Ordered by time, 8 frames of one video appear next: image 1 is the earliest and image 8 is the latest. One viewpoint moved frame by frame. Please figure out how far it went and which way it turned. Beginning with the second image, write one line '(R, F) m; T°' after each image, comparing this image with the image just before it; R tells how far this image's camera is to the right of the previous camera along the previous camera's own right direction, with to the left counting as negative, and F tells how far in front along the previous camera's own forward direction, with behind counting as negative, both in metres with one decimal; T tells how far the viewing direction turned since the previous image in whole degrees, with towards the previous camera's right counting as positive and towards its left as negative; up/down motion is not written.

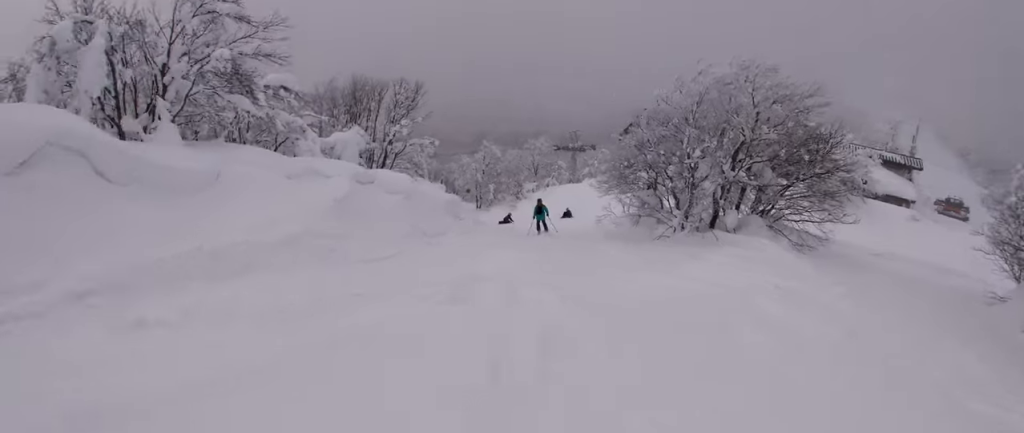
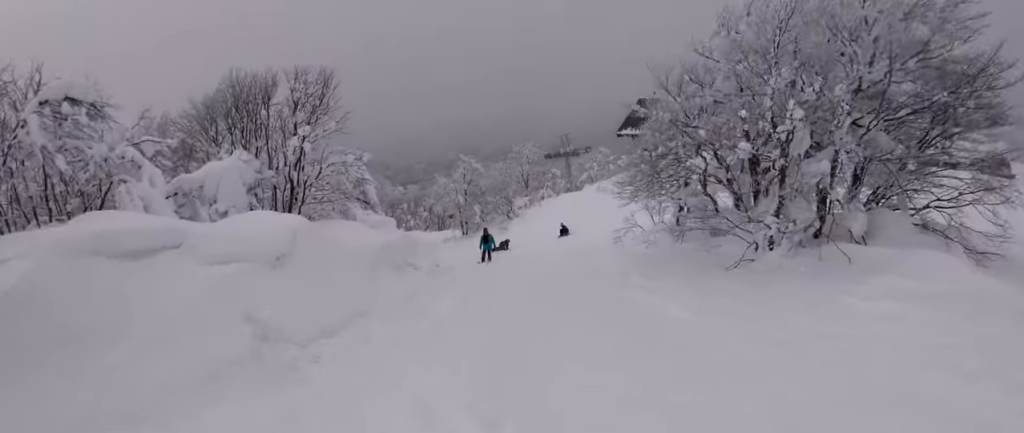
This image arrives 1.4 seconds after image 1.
(-0.8, +8.5) m; -11°
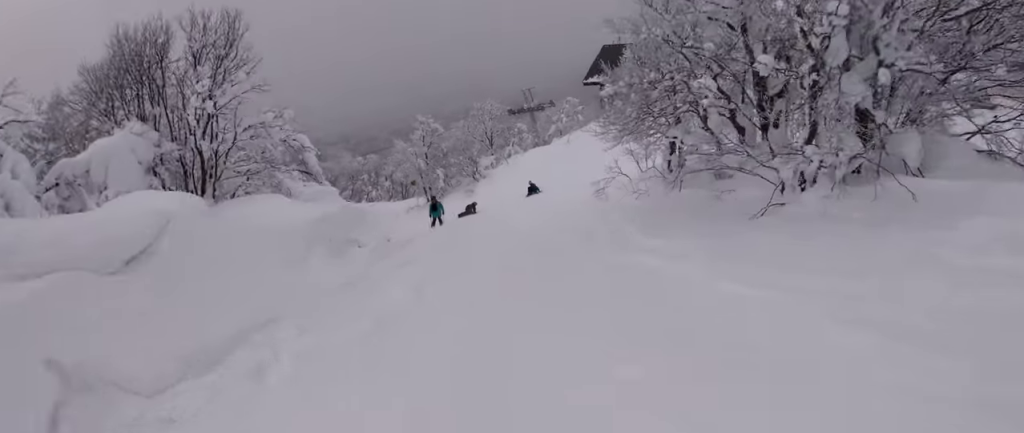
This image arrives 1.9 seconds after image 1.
(-0.2, +2.6) m; 0°
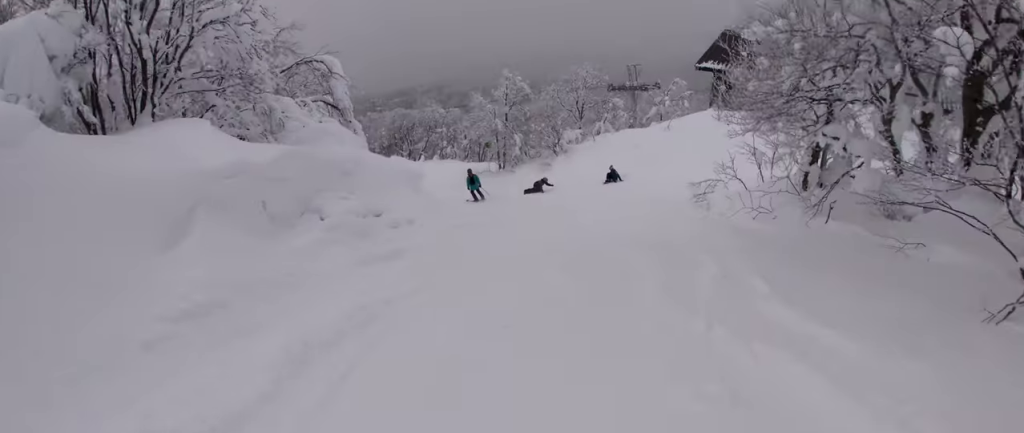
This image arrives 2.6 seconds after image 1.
(-0.3, +4.1) m; +1°
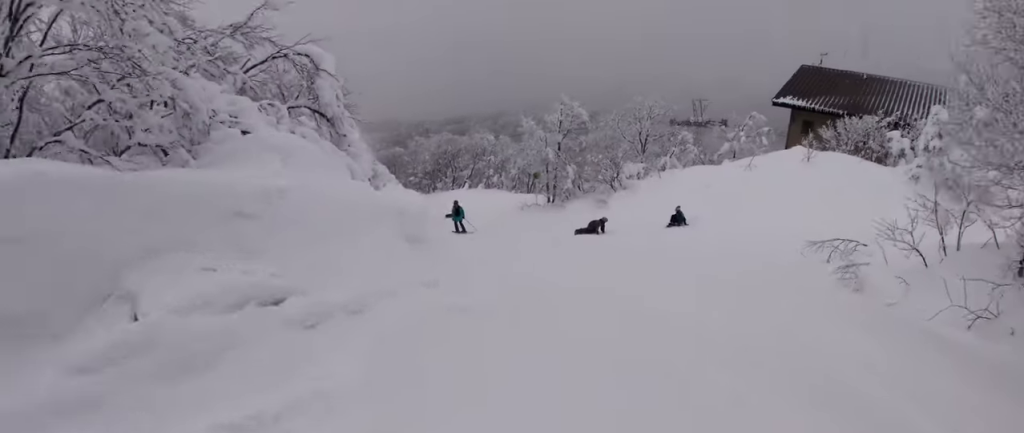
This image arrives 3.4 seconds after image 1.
(+0.4, +4.7) m; +4°
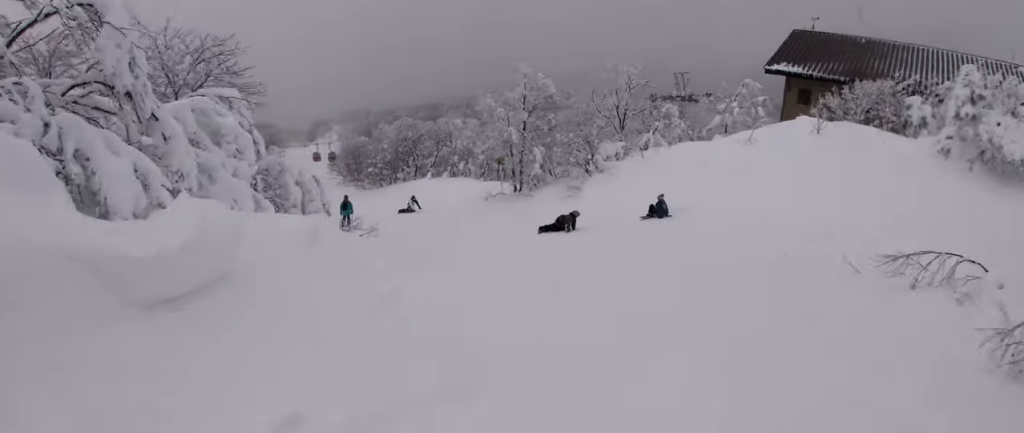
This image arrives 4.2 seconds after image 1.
(0.0, +5.0) m; -13°
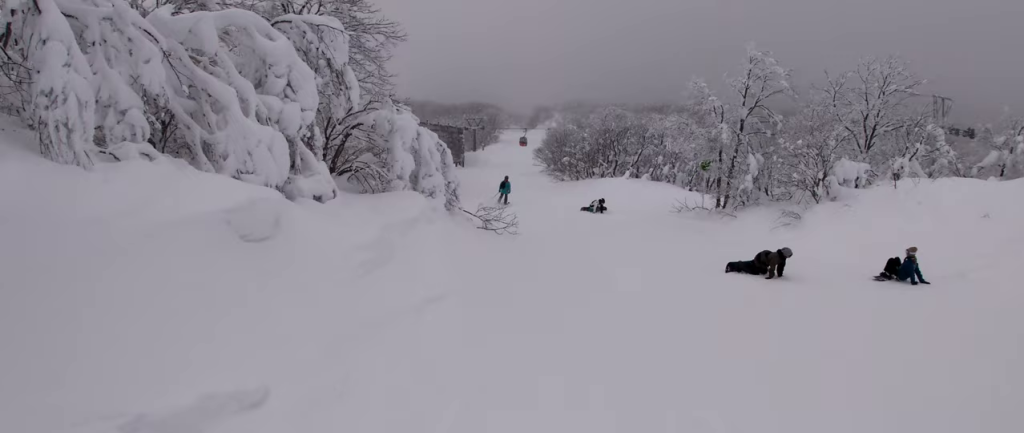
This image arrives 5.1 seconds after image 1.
(-1.2, +5.5) m; -19°
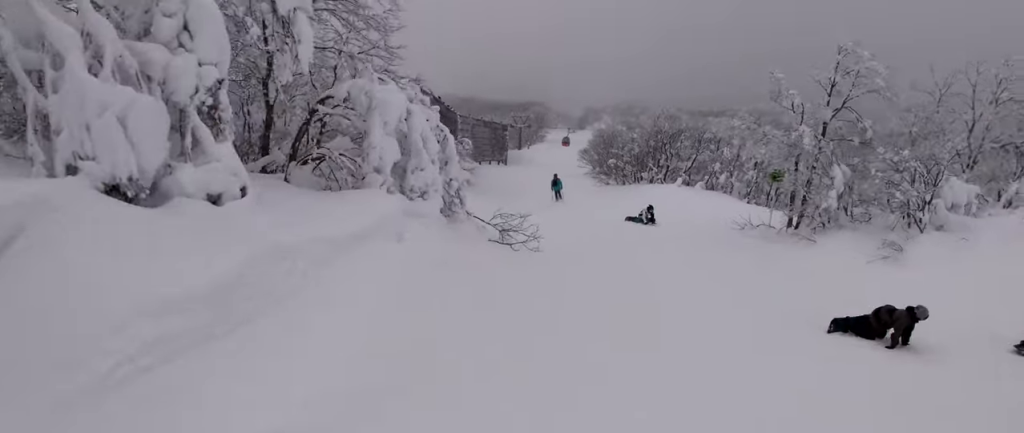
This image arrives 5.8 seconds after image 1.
(-0.6, +4.3) m; -10°
